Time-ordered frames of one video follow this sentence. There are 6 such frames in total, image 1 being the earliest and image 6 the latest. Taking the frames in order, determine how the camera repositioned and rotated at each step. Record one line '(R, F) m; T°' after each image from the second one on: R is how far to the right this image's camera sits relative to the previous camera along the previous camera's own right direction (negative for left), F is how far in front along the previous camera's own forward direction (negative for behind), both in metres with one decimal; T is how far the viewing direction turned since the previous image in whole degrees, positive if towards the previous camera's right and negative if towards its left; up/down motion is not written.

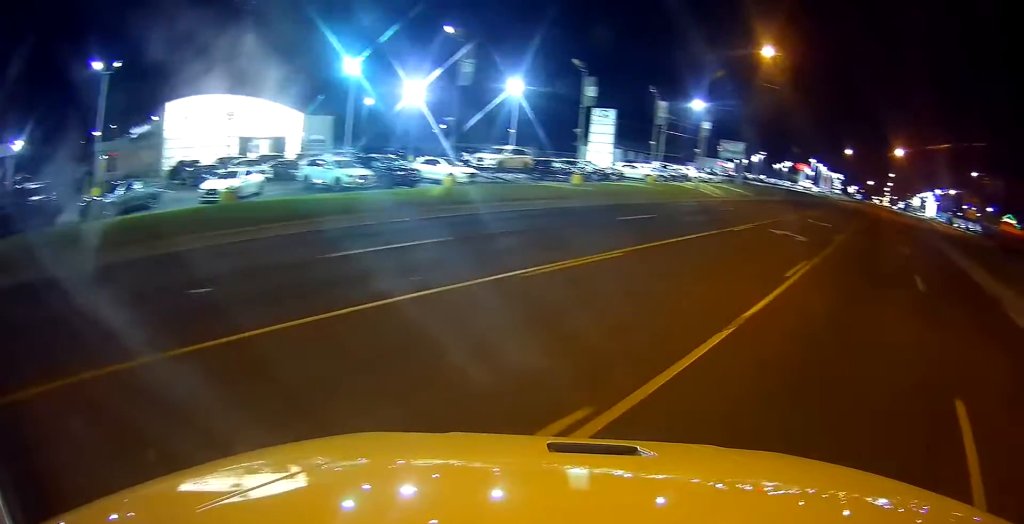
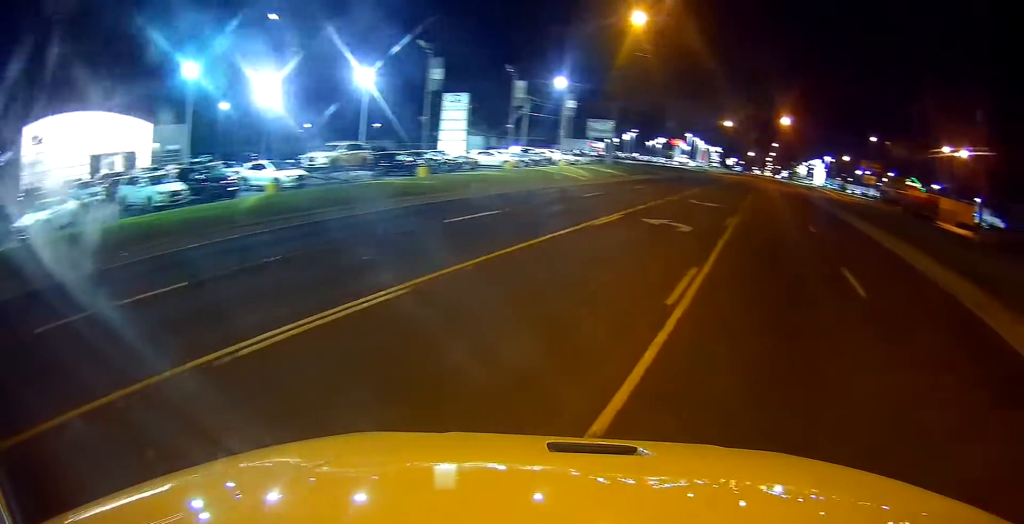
(+0.6, +3.7) m; +8°
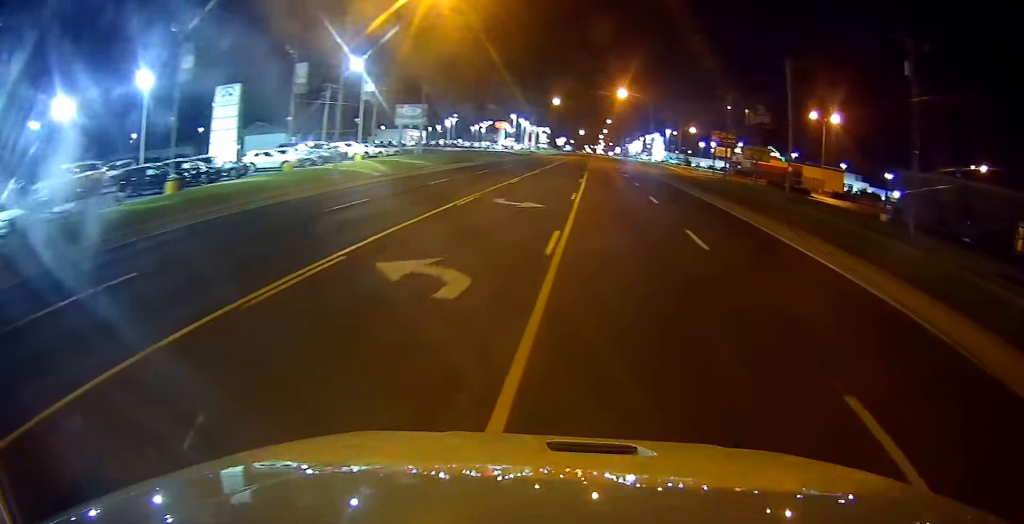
(+0.6, +7.8) m; +12°
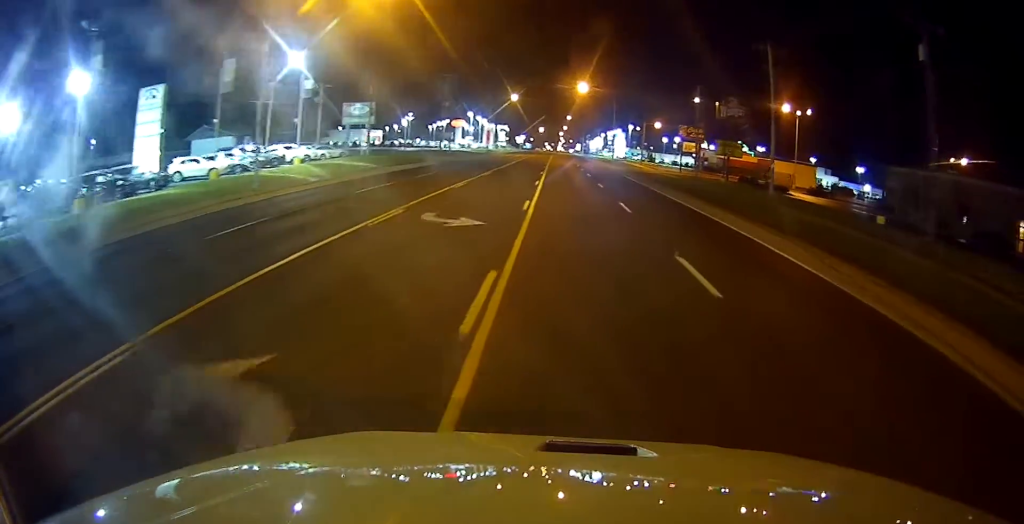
(+0.4, +4.2) m; +3°
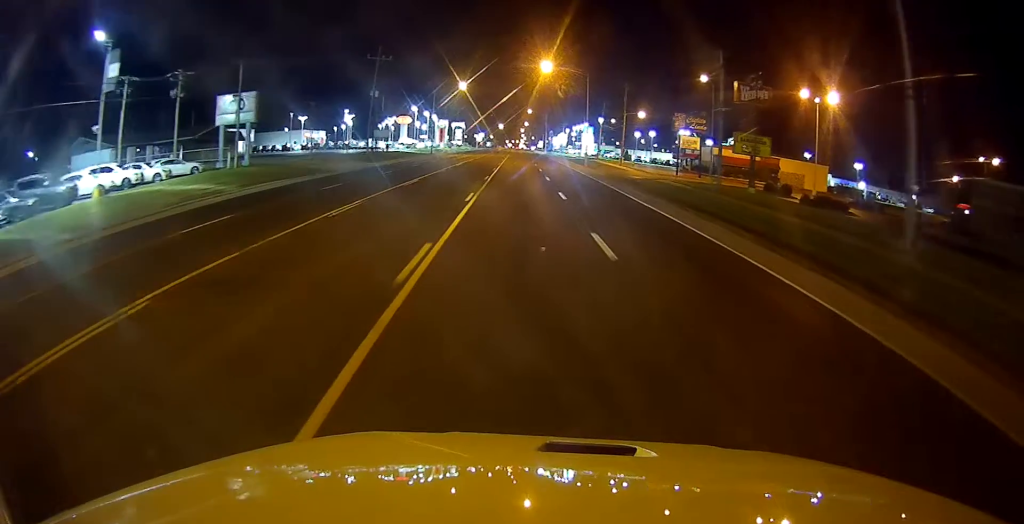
(+2.0, +19.6) m; +7°
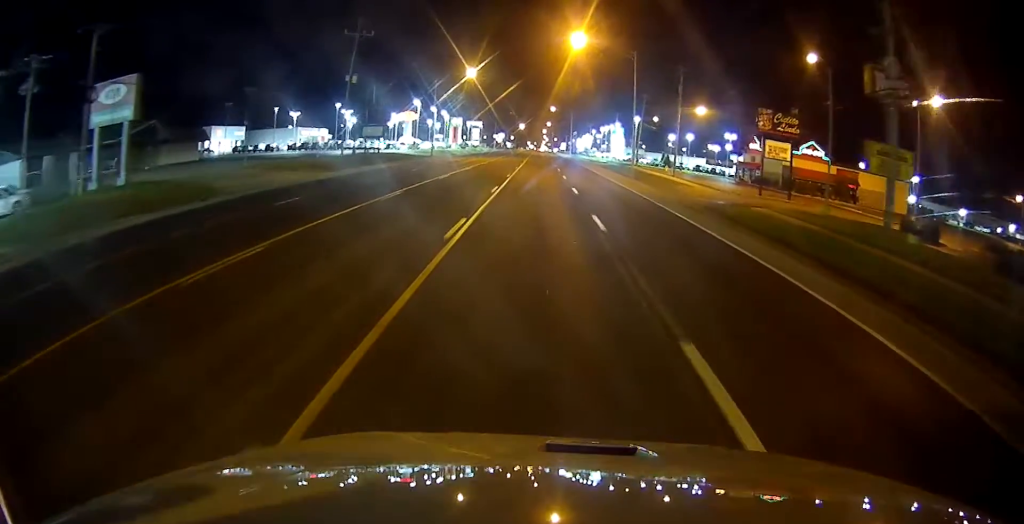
(-0.1, +19.2) m; 0°
